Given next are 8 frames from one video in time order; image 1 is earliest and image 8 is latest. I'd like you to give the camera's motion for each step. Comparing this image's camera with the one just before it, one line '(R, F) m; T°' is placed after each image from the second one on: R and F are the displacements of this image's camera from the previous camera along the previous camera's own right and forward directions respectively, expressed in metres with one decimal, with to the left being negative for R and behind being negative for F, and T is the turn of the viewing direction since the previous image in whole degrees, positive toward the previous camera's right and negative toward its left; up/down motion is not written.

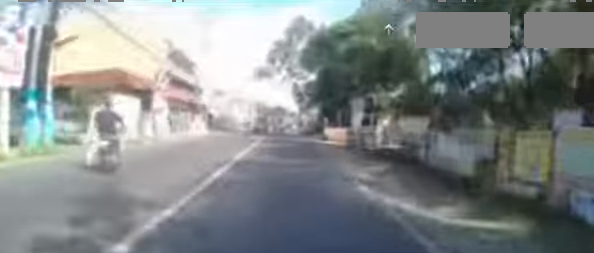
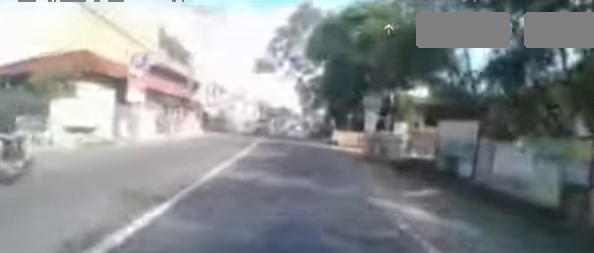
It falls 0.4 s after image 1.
(-0.1, +3.6) m; -1°
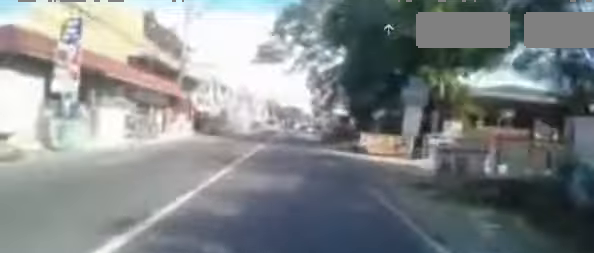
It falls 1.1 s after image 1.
(-0.3, +6.1) m; 0°
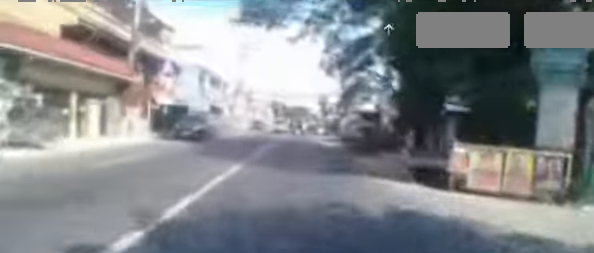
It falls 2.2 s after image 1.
(+0.4, +8.8) m; +2°
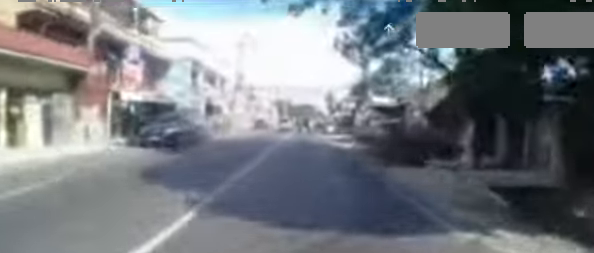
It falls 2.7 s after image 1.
(-0.1, +4.6) m; -1°
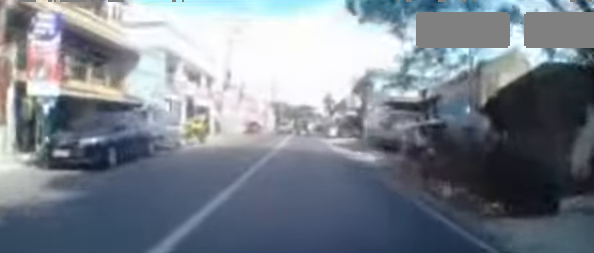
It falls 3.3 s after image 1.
(-0.1, +4.9) m; -1°
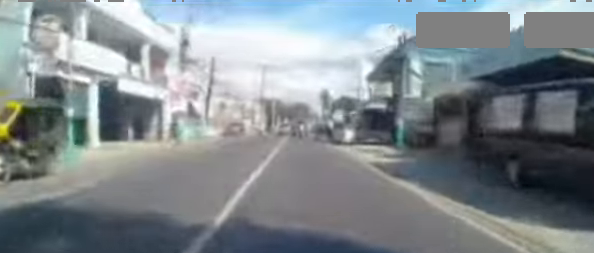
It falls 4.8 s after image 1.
(0.0, +12.5) m; +1°
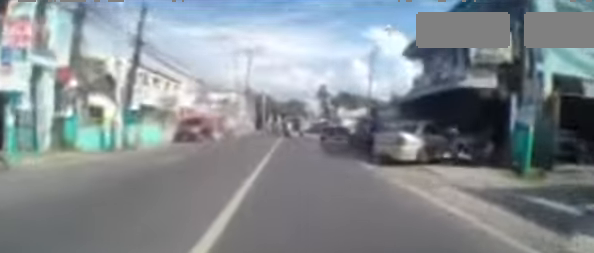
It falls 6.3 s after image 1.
(+0.2, +11.9) m; -3°
